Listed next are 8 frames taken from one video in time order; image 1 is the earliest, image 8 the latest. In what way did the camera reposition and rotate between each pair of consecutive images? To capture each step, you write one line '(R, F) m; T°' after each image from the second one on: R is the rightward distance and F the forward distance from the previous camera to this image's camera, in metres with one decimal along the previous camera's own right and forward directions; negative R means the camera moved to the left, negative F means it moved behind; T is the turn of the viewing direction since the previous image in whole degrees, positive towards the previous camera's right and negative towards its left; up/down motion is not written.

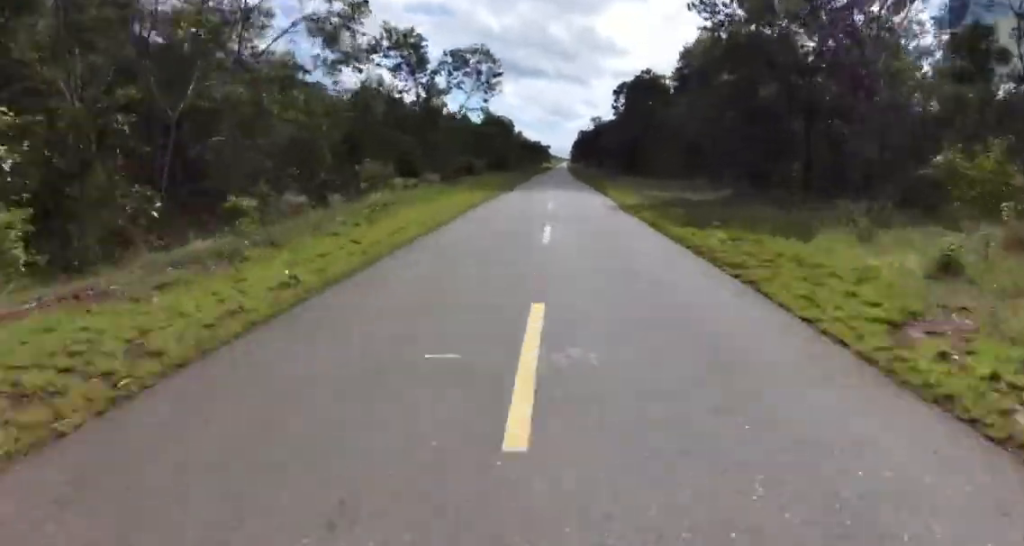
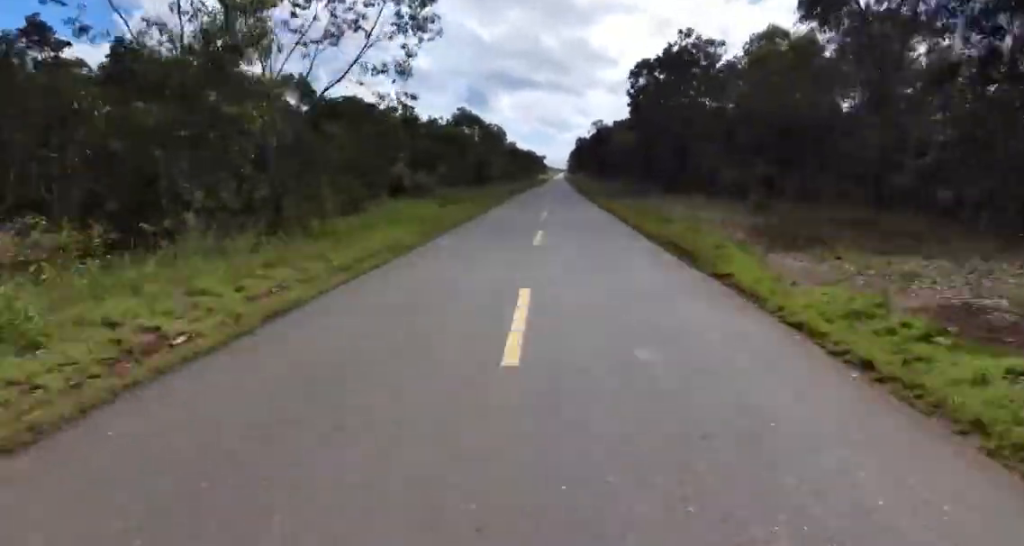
(-0.4, +22.3) m; -1°
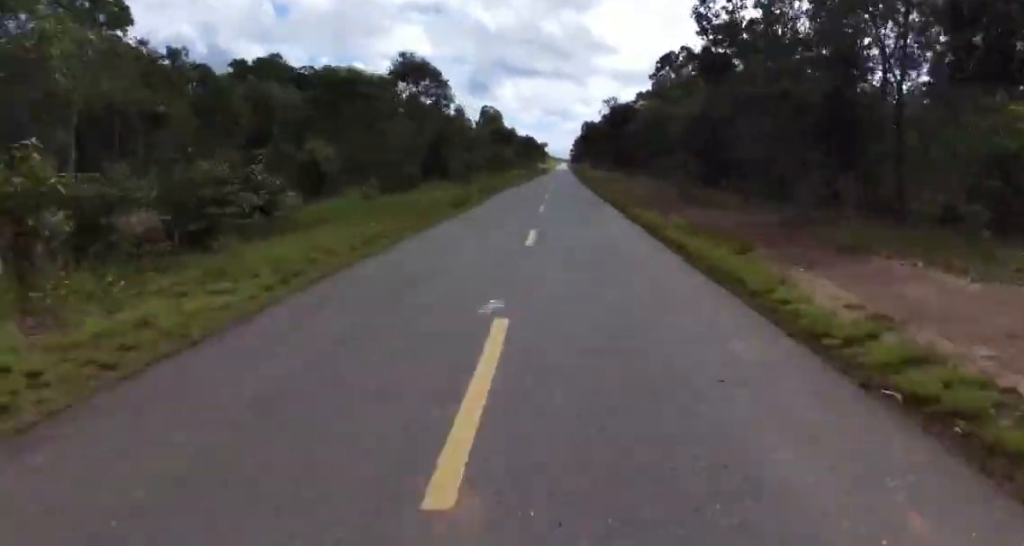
(-0.1, +25.2) m; +1°
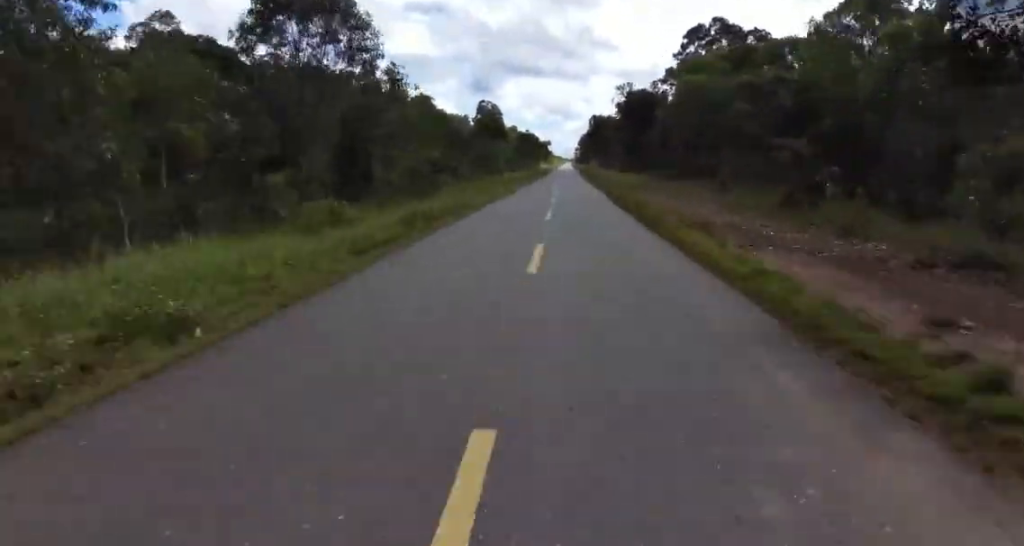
(-0.2, +19.1) m; +2°
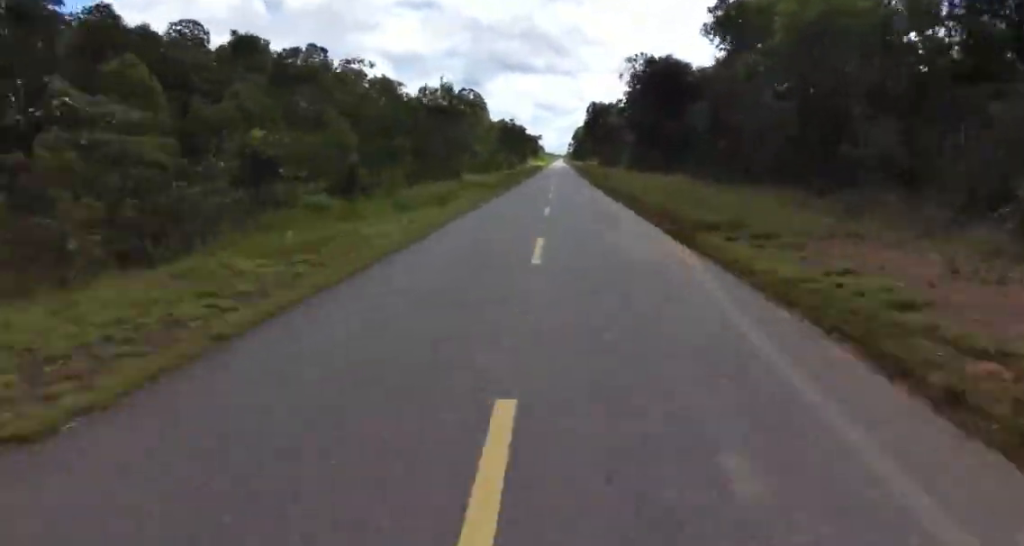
(+1.2, +23.6) m; 0°
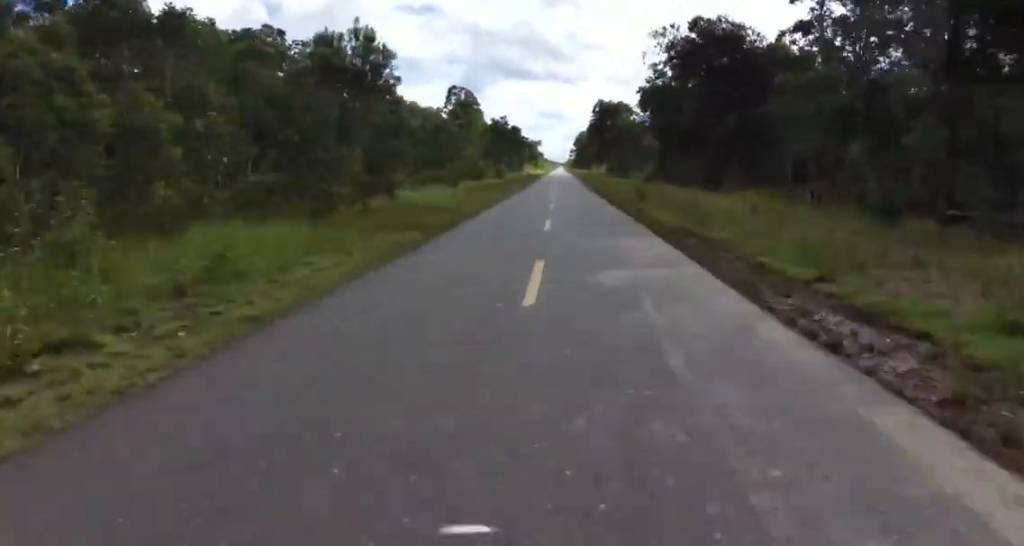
(-0.7, +17.8) m; -1°
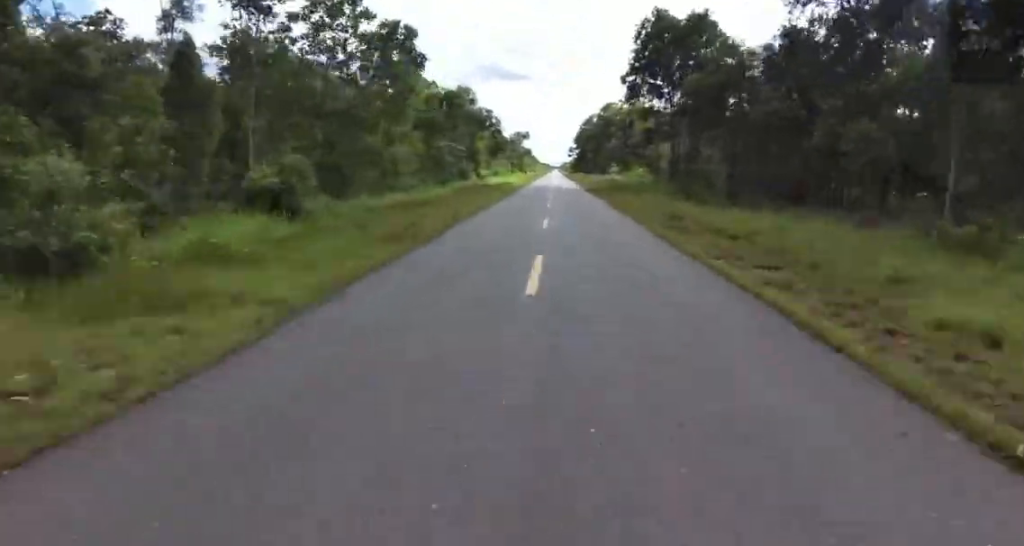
(+0.4, +64.2) m; -1°
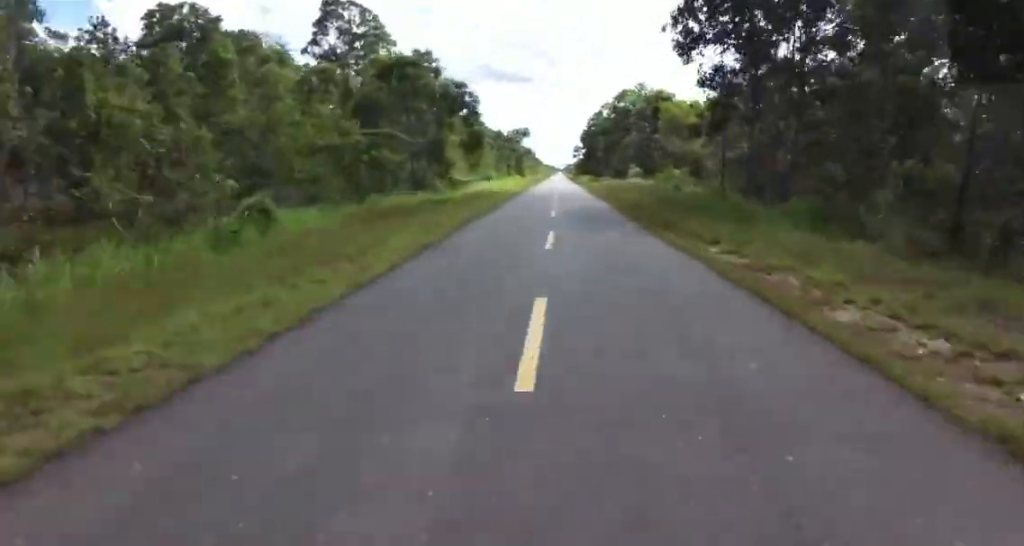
(-0.5, +18.8) m; -1°
